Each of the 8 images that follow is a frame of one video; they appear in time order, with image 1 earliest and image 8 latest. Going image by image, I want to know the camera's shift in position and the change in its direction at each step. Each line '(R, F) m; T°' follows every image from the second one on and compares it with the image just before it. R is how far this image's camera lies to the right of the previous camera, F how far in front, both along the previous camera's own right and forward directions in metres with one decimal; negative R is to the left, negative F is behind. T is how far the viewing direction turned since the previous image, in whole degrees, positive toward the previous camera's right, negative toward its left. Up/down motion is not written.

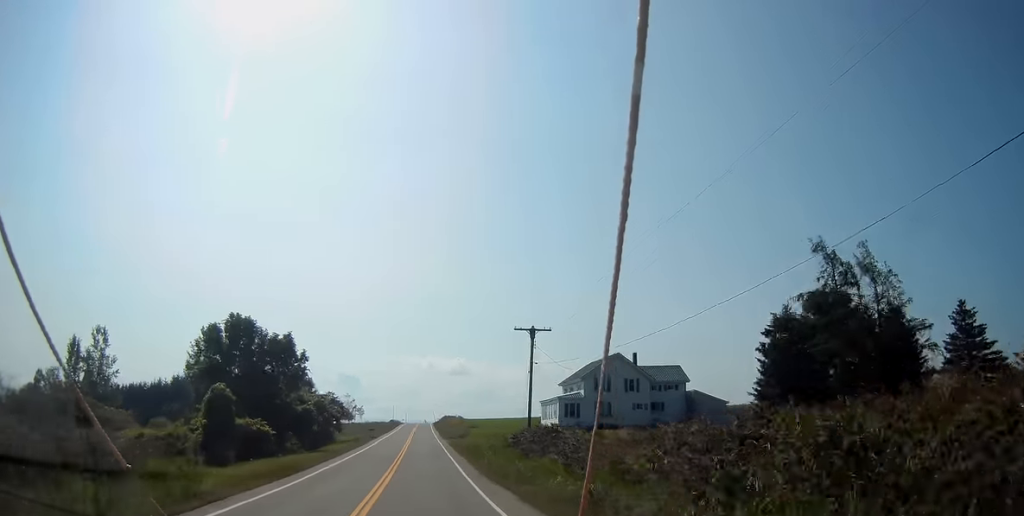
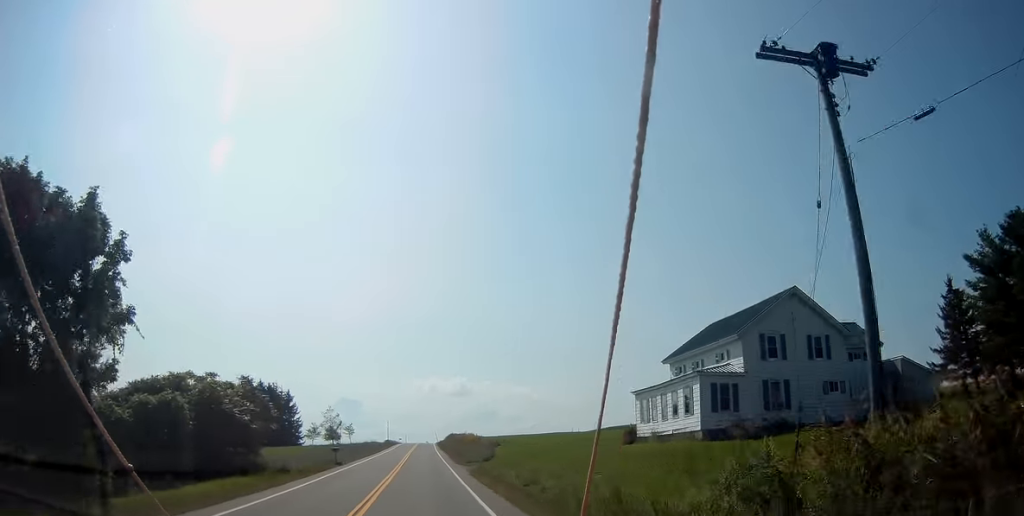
(+0.2, +32.3) m; 0°
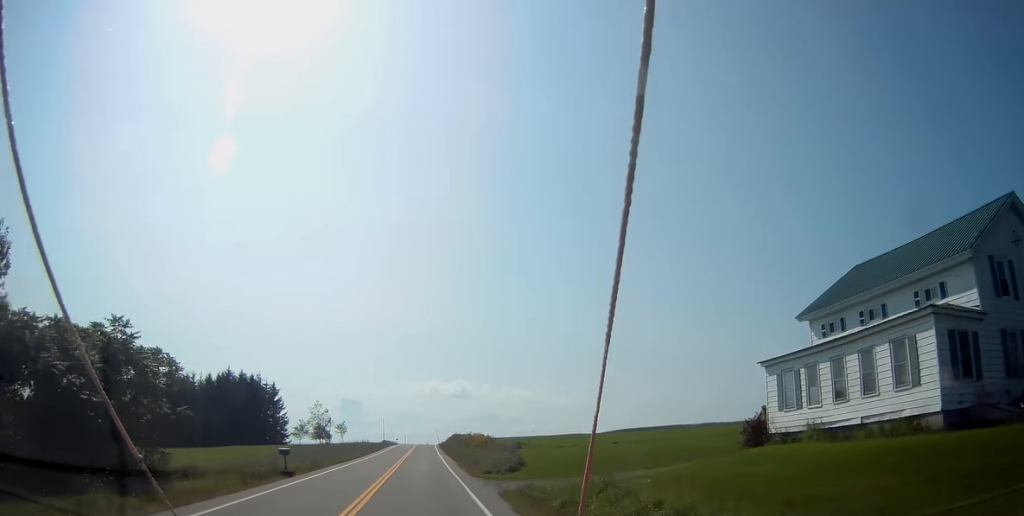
(0.0, +16.0) m; 0°
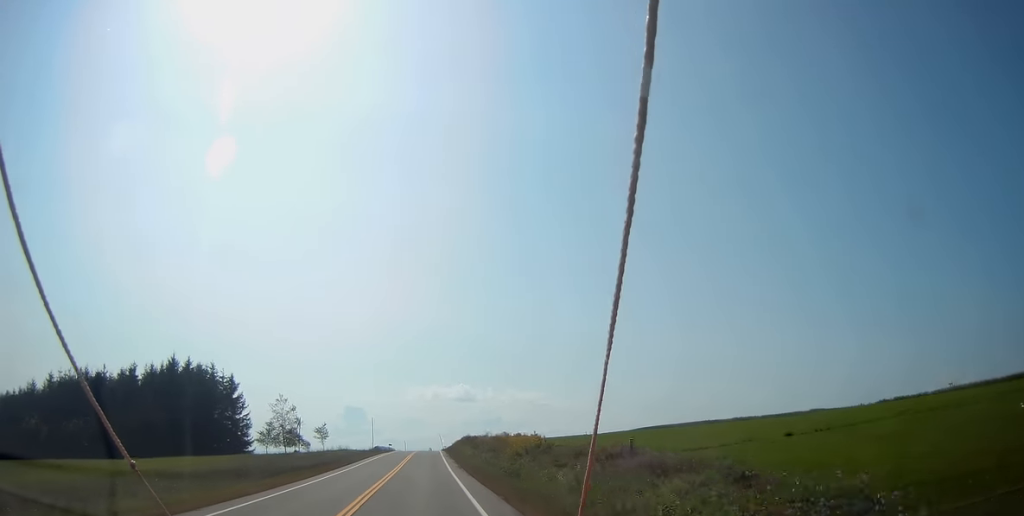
(-0.3, +31.1) m; -1°
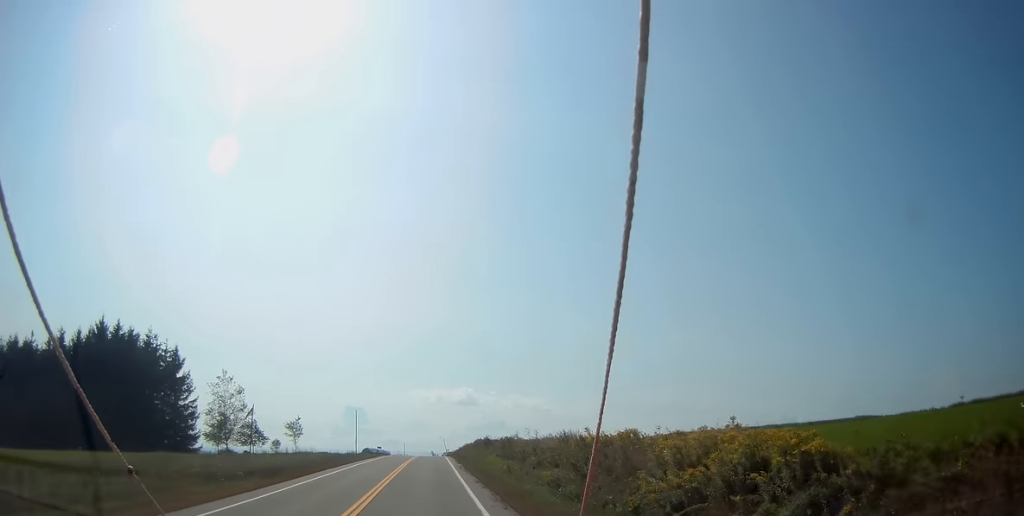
(-0.1, +26.9) m; +1°
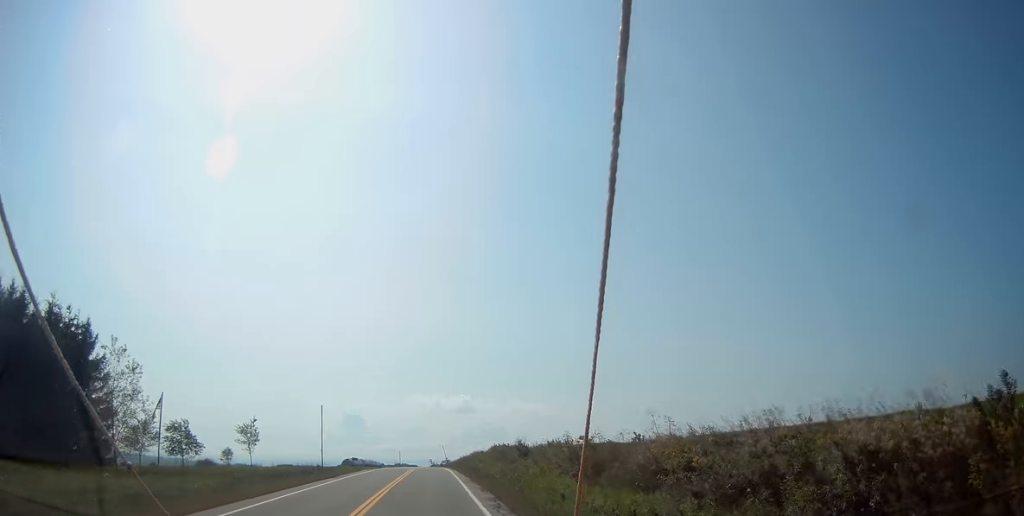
(+0.4, +22.7) m; 0°
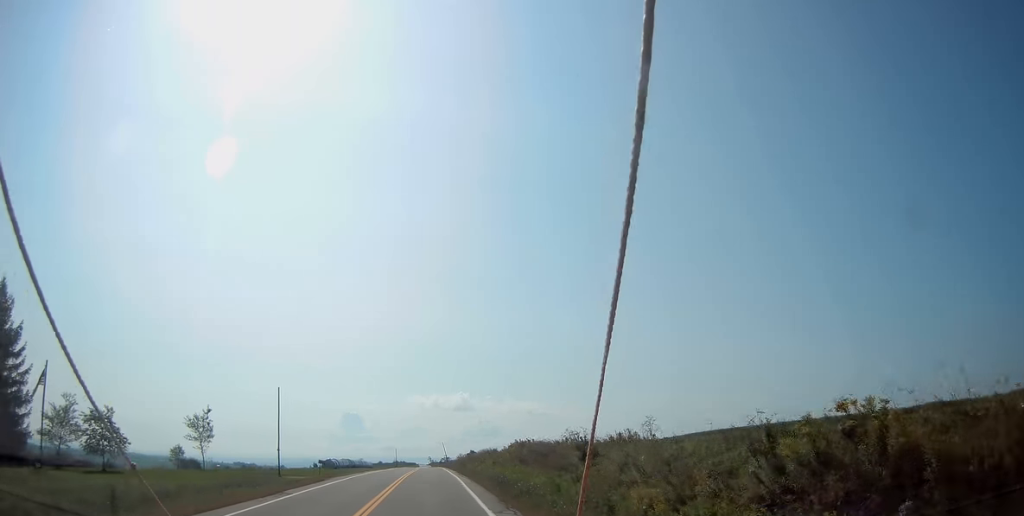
(-0.2, +15.2) m; -1°
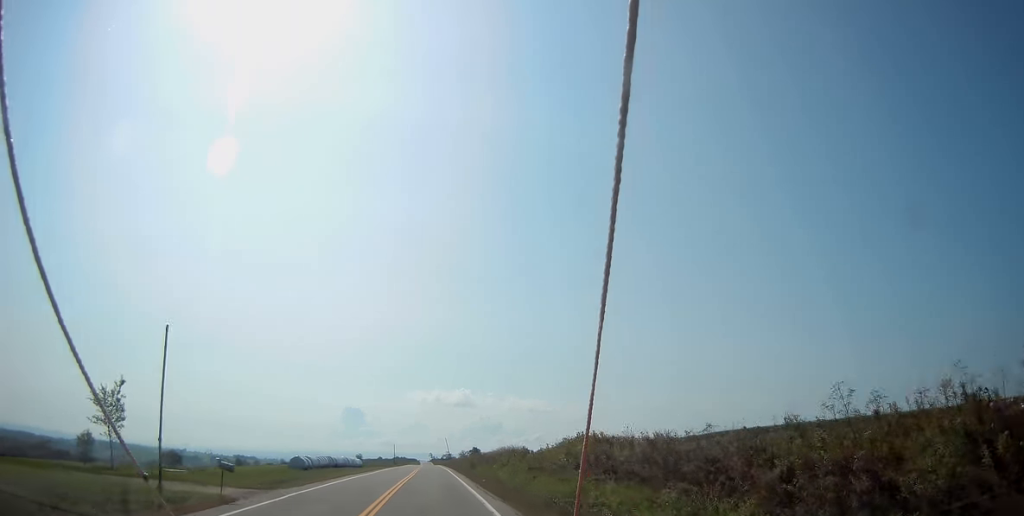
(-0.1, +18.0) m; 0°
